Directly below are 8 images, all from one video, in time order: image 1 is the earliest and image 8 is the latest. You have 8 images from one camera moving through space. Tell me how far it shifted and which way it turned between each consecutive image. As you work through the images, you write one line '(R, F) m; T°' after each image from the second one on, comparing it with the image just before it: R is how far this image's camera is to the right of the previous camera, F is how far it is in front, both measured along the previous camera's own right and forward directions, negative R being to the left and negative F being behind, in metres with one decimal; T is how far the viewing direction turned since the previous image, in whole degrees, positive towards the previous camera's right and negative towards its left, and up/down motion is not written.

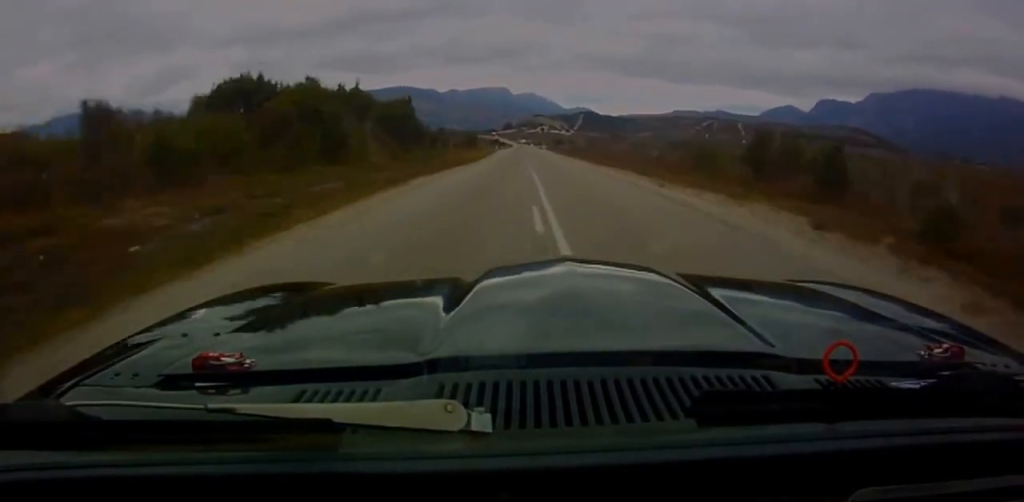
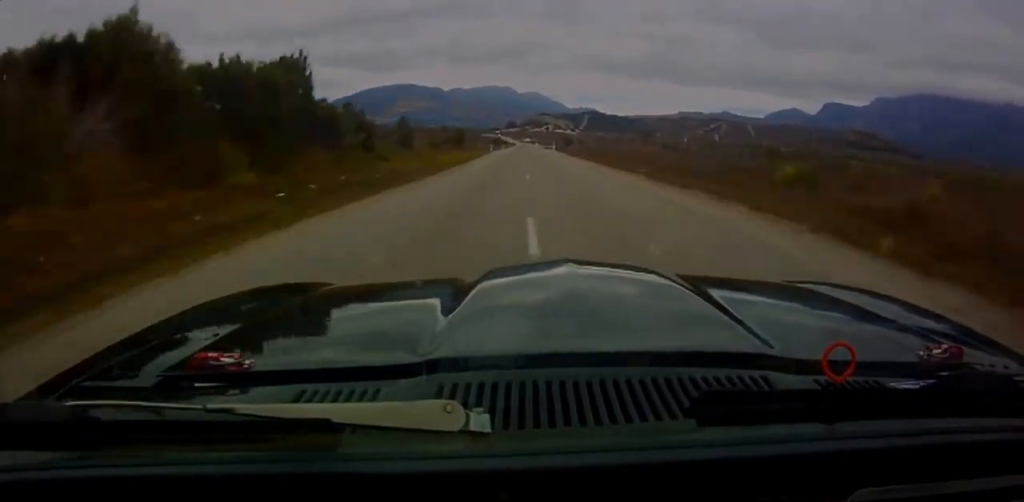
(-0.3, +28.3) m; -1°
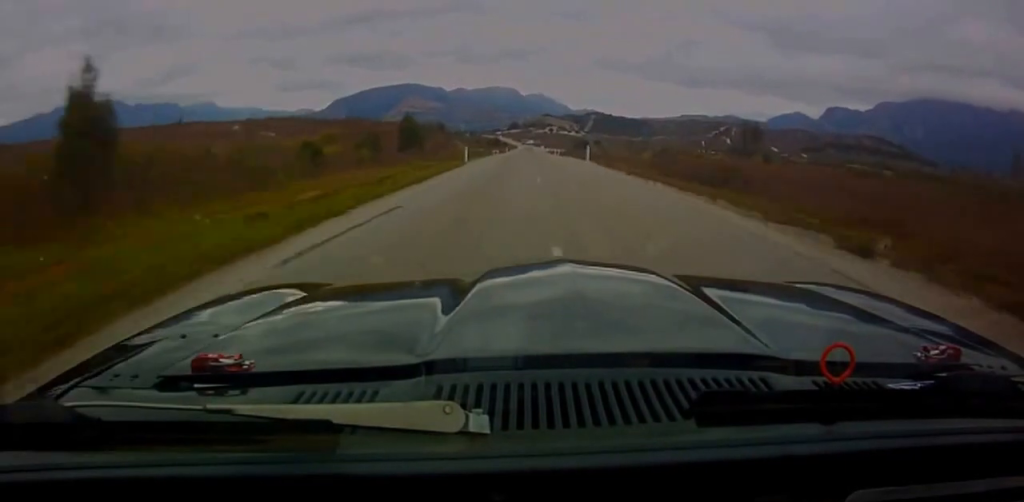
(-0.3, +42.0) m; 0°
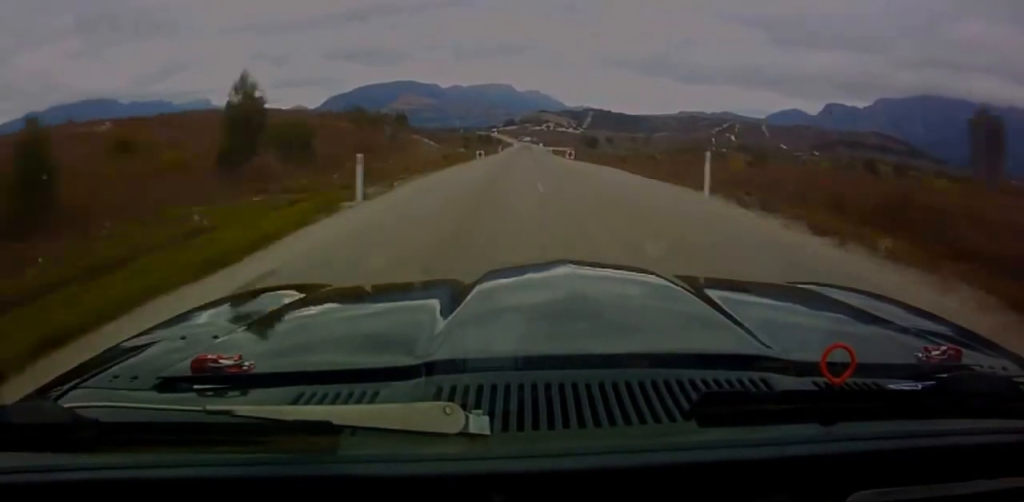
(+0.3, +28.0) m; 0°
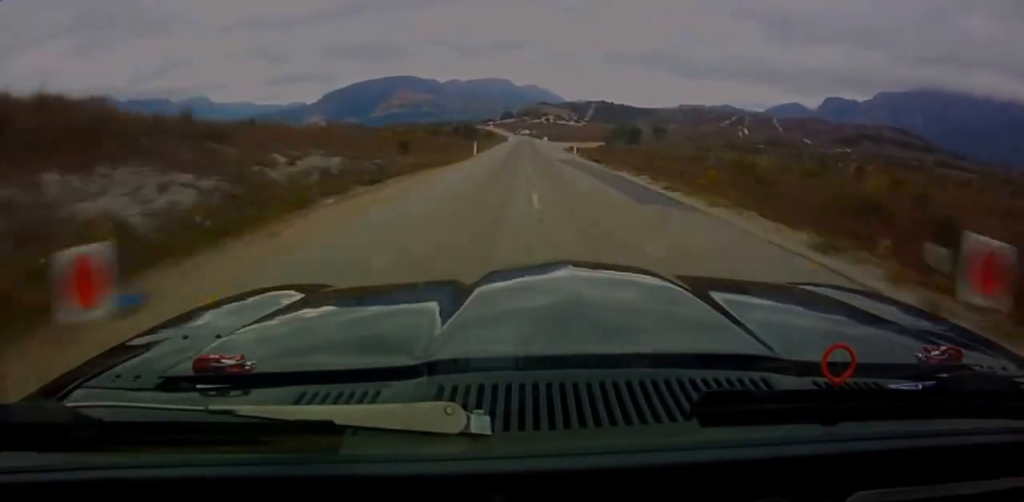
(-0.1, +50.3) m; 0°
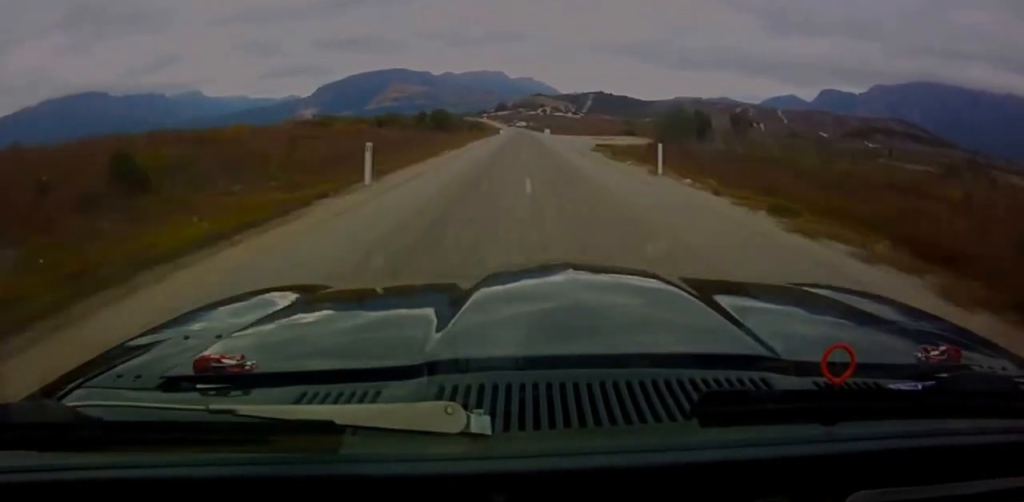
(+0.1, +31.4) m; 0°
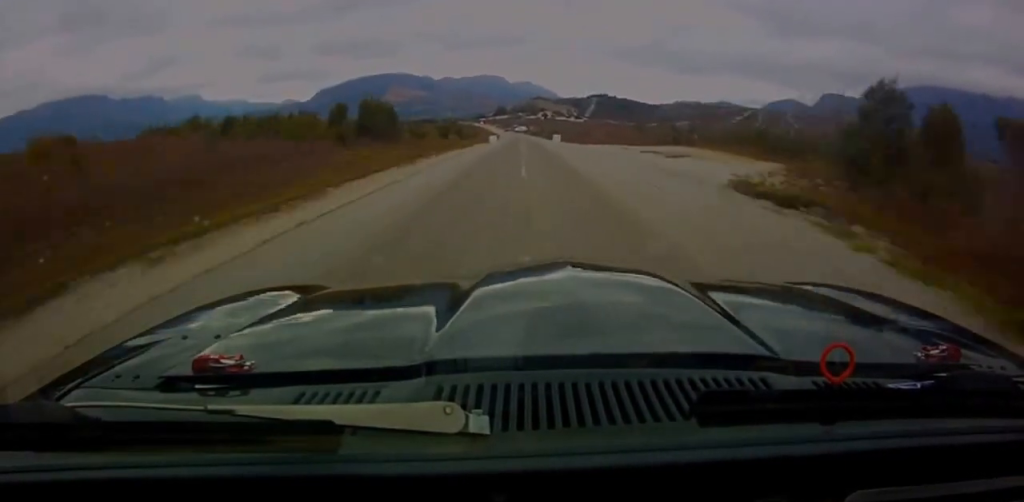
(+0.1, +29.9) m; 0°
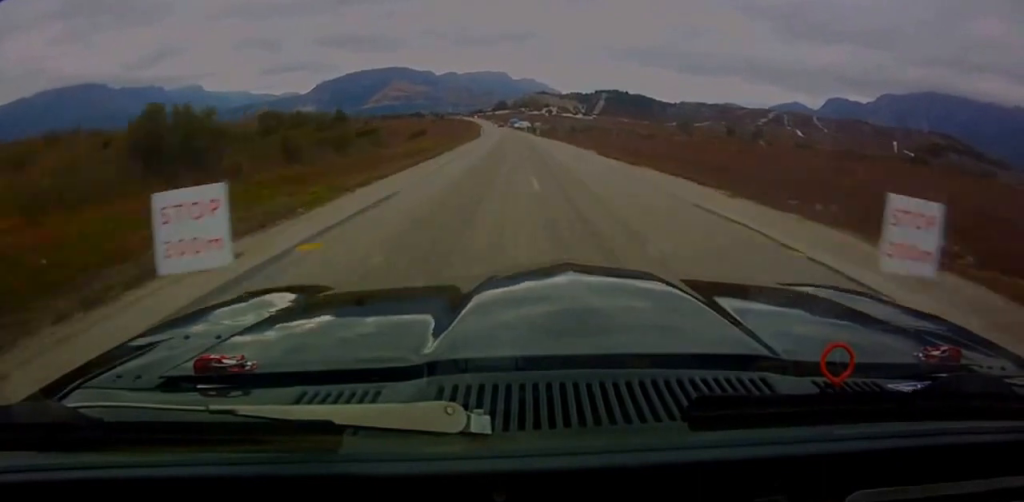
(-0.6, +65.4) m; -1°
